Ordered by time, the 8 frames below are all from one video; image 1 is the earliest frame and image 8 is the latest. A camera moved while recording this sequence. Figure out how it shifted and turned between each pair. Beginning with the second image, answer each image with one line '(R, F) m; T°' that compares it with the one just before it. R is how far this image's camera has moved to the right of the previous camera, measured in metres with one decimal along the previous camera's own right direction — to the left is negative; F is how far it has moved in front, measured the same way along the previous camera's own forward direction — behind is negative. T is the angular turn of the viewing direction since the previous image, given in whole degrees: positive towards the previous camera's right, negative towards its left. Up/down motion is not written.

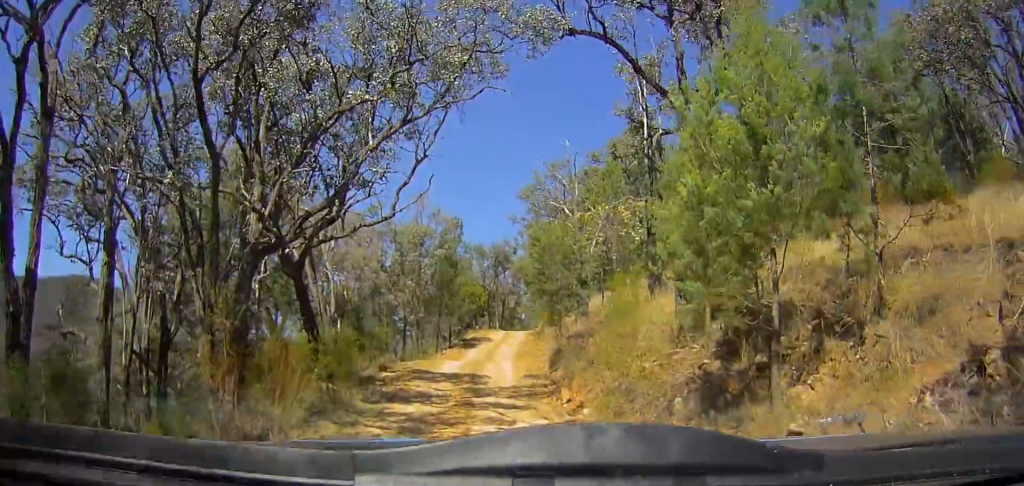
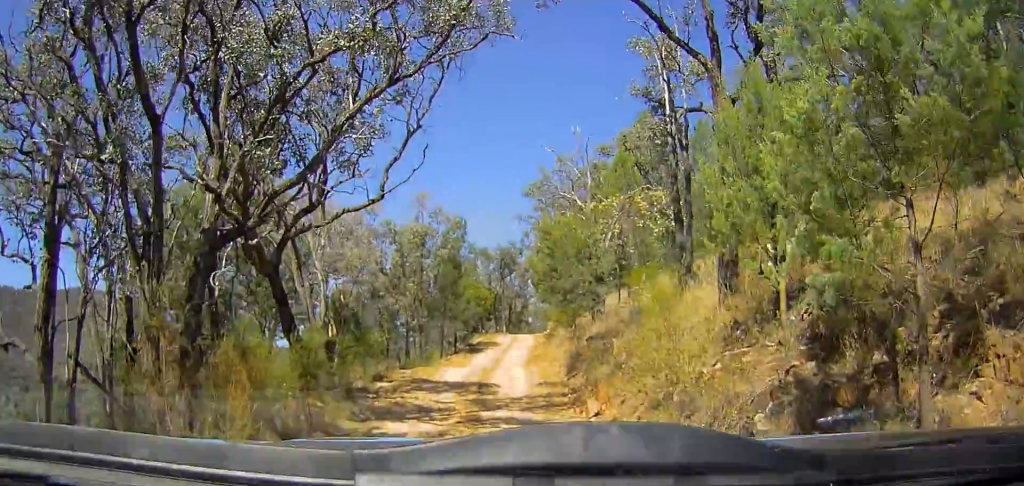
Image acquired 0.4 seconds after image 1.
(0.0, +2.2) m; +1°
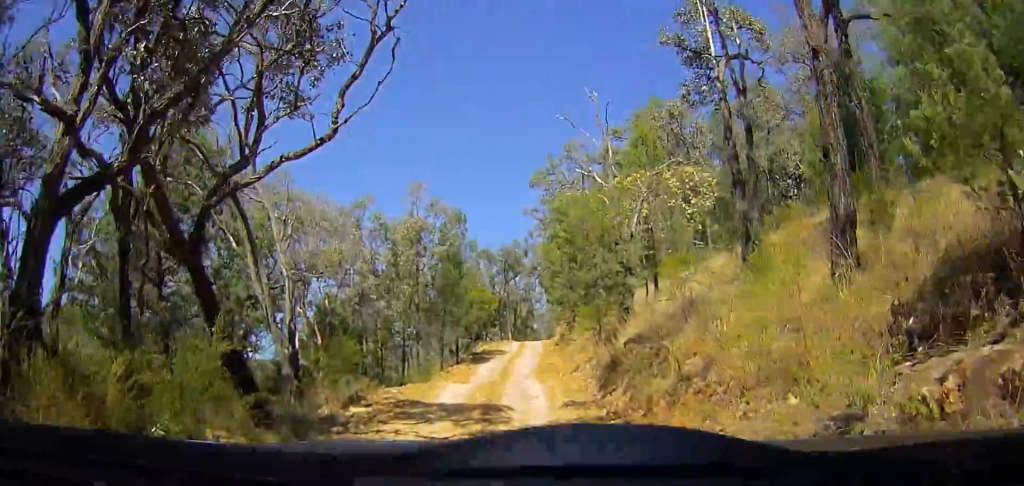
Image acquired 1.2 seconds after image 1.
(+0.1, +3.9) m; +1°
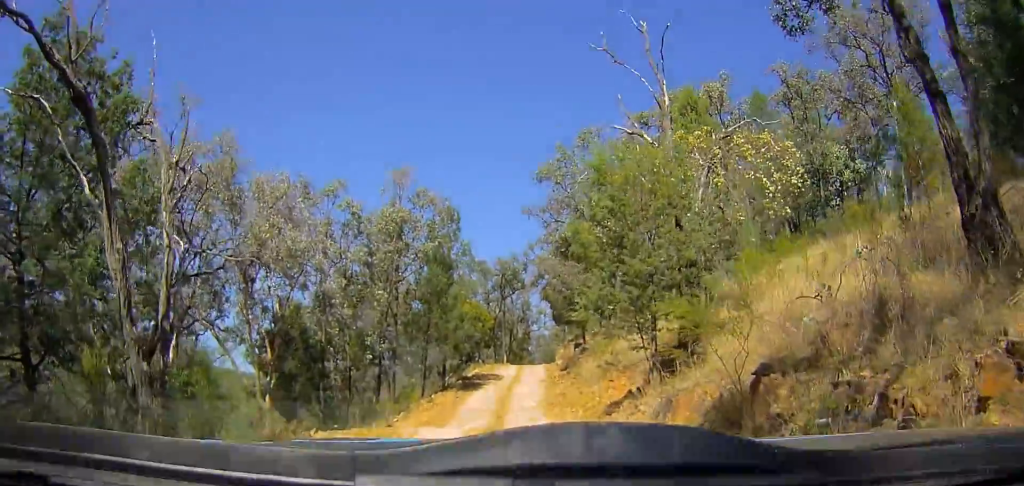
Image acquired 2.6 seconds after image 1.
(0.0, +6.3) m; 0°
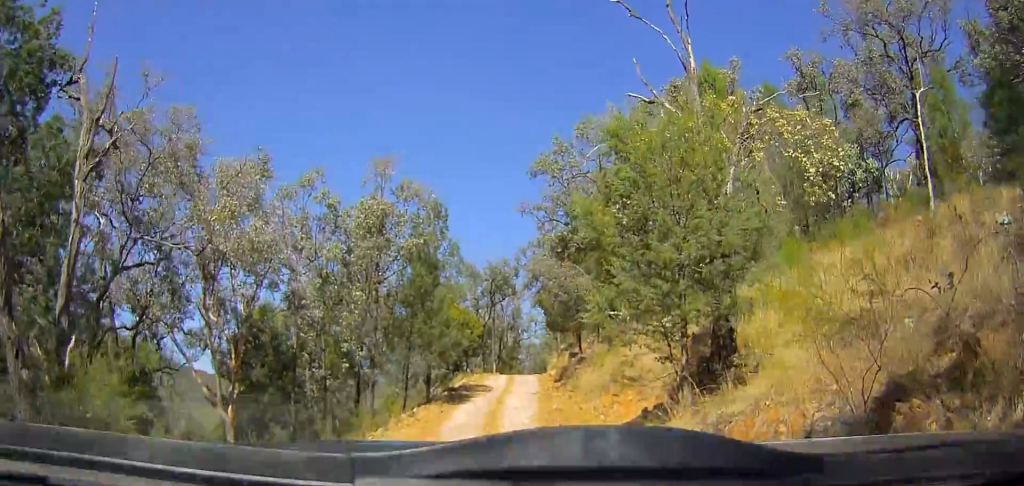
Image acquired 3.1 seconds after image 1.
(0.0, +2.3) m; 0°
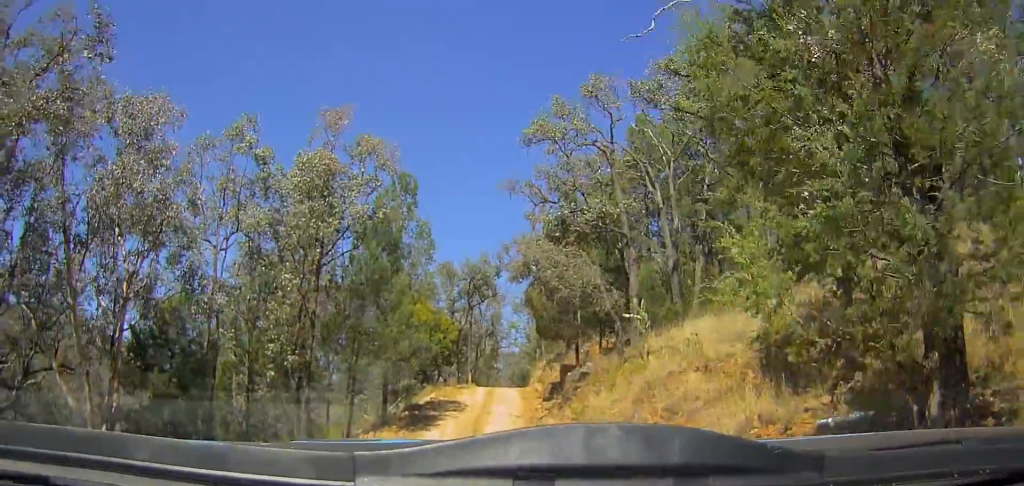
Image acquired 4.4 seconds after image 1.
(0.0, +5.9) m; 0°
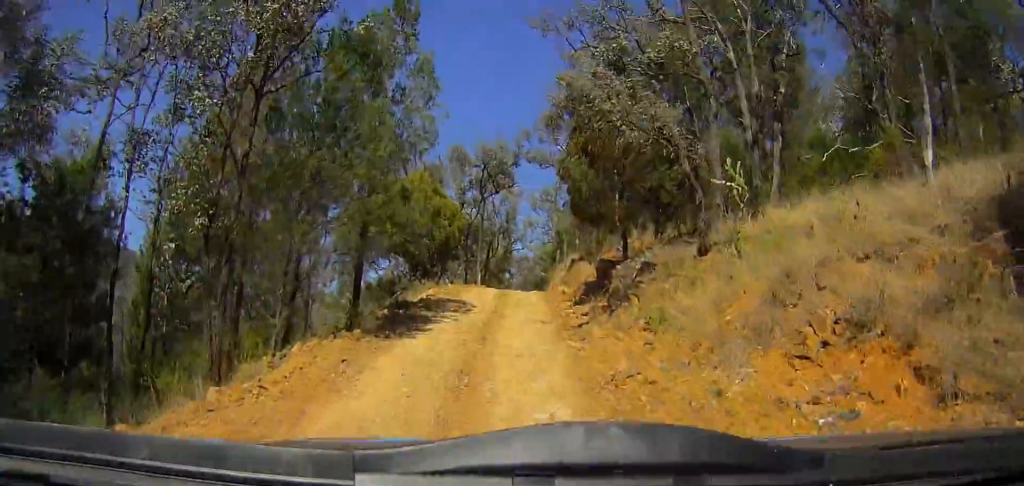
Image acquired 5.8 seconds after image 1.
(0.0, +6.6) m; 0°
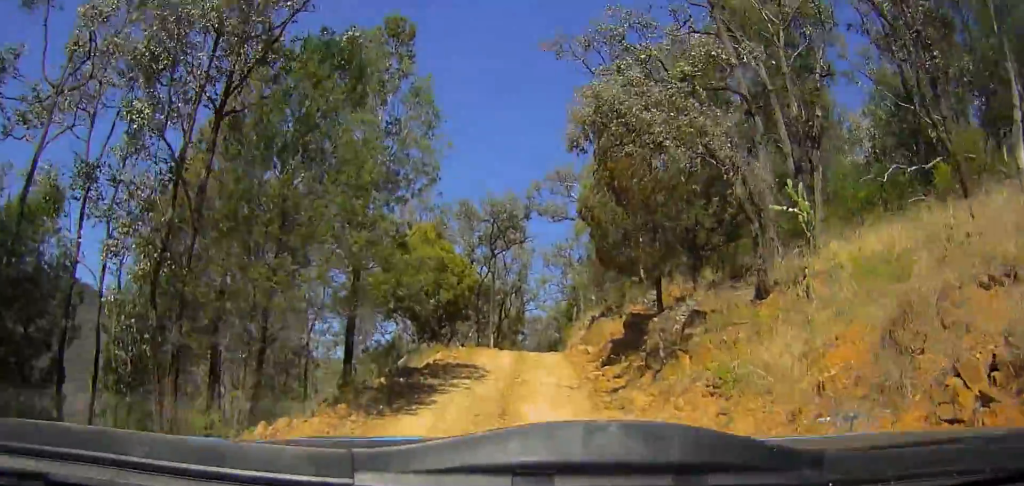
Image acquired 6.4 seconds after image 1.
(0.0, +2.4) m; -1°
